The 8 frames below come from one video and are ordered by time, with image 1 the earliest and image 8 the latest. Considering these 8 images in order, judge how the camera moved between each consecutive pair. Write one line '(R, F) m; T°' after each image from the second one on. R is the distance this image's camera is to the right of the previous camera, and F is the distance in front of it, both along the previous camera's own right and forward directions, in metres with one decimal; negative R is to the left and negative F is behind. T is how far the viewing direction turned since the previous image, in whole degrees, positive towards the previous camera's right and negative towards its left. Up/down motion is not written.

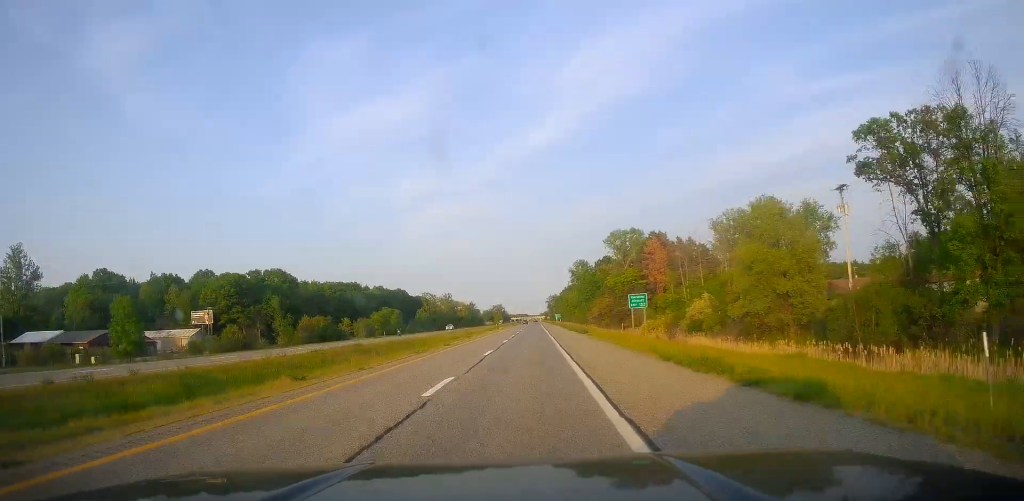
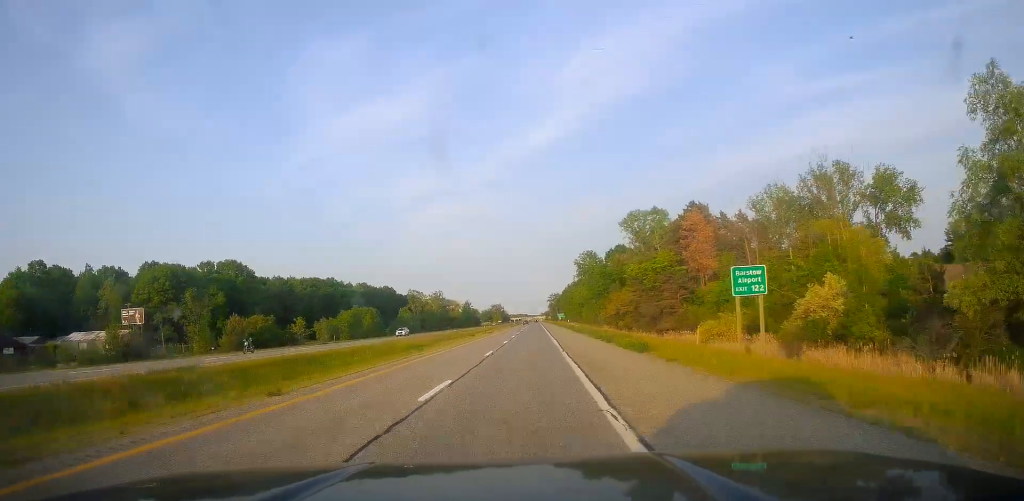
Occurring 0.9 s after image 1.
(0.0, +31.2) m; +1°
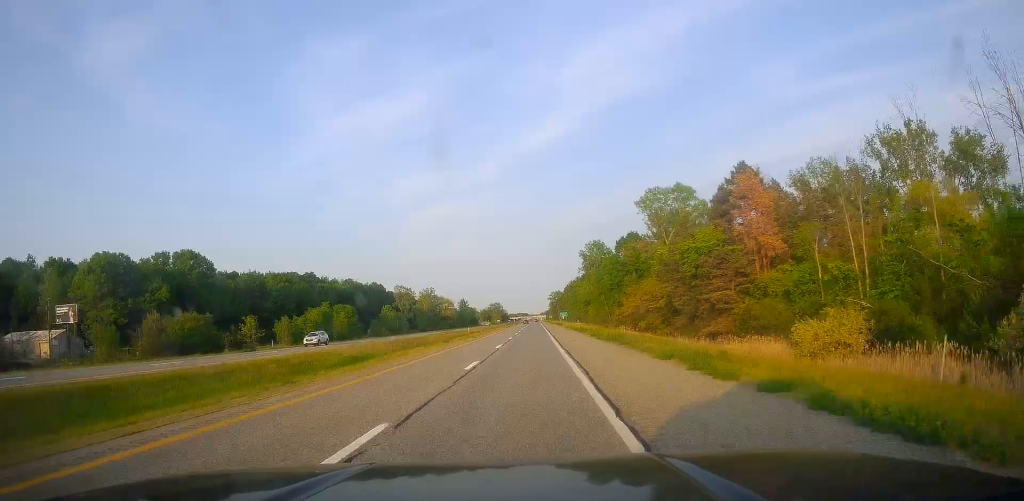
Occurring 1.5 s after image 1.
(+0.2, +22.8) m; 0°
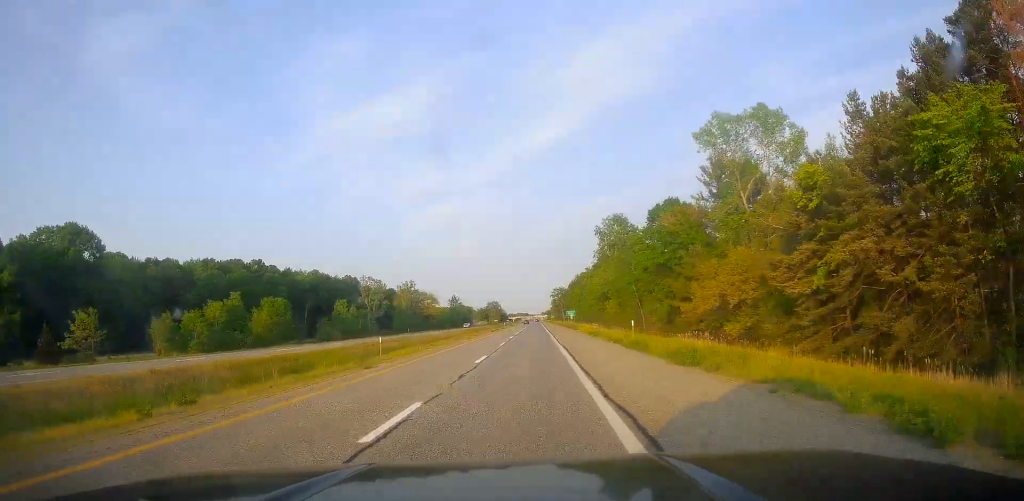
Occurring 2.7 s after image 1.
(0.0, +43.2) m; -1°
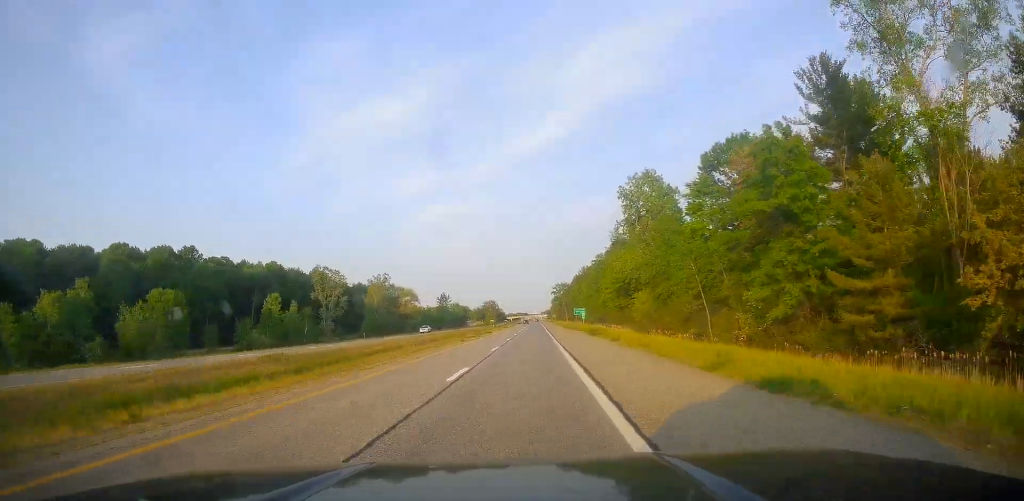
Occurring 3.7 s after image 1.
(-0.2, +37.2) m; 0°
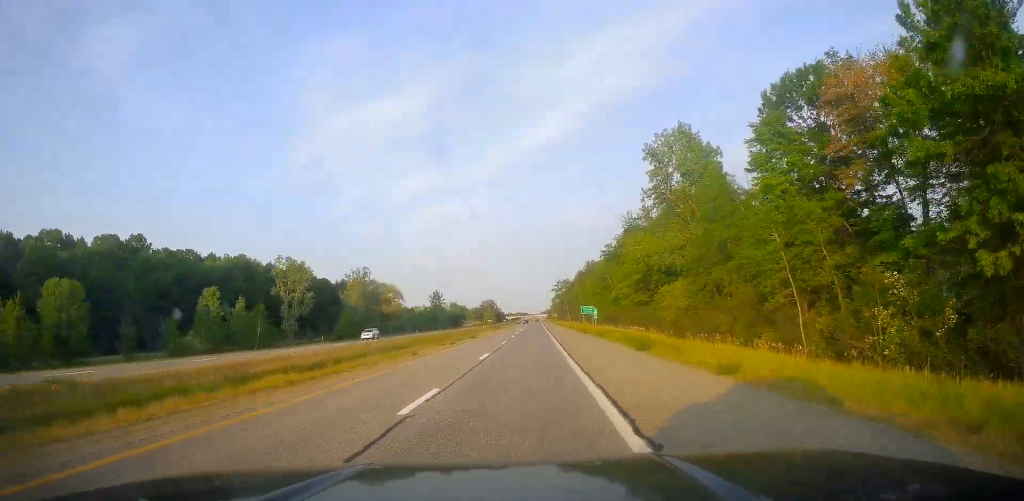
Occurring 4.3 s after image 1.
(+0.1, +21.6) m; 0°
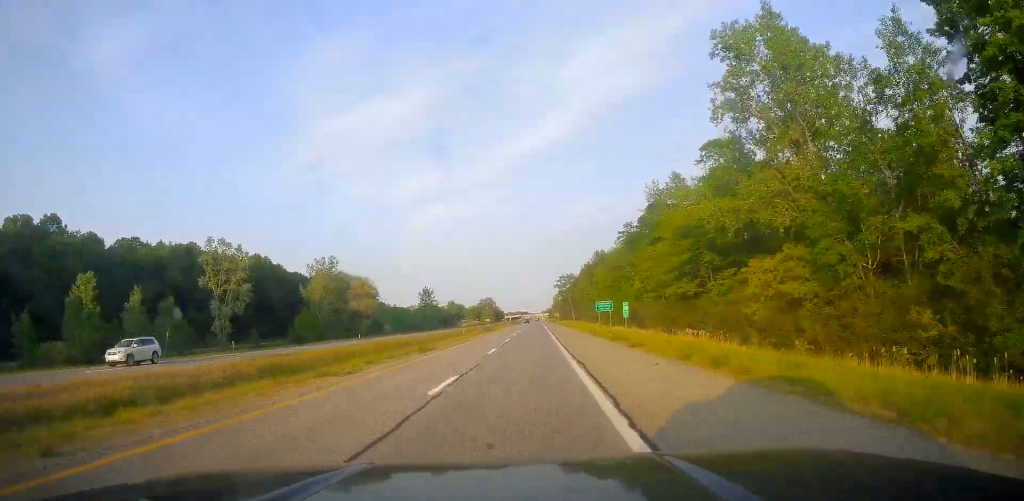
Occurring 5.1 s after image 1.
(+0.4, +27.6) m; 0°
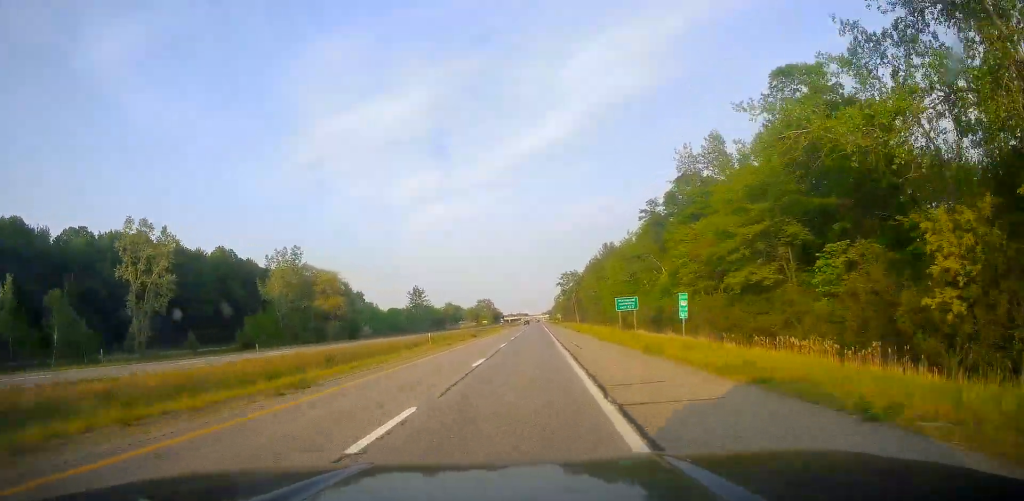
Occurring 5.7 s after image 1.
(-0.3, +21.5) m; -1°
